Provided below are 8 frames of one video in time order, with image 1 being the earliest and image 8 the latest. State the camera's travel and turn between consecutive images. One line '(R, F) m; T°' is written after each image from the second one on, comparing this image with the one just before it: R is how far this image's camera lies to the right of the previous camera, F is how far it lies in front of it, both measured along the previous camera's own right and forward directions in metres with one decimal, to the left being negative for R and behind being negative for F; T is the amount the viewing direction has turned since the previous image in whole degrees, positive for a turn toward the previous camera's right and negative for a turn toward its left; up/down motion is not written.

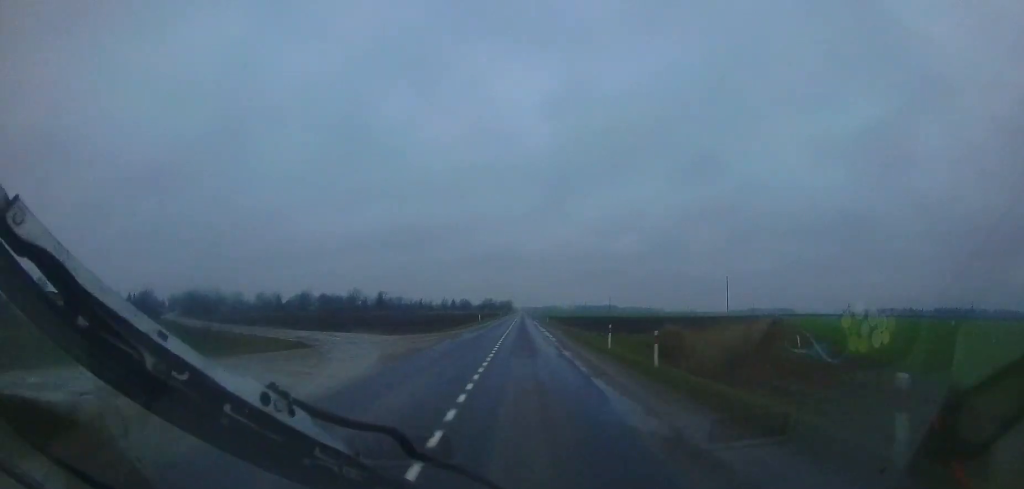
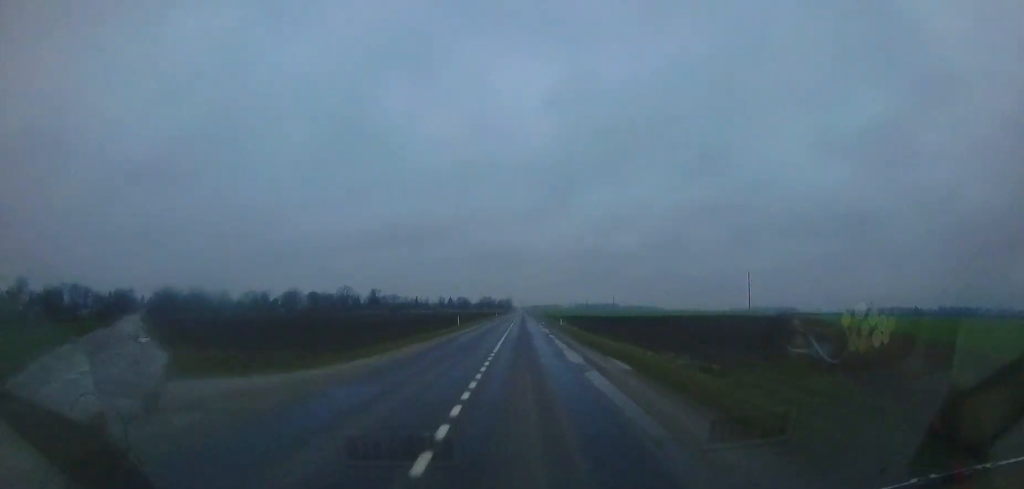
(0.0, +17.6) m; 0°
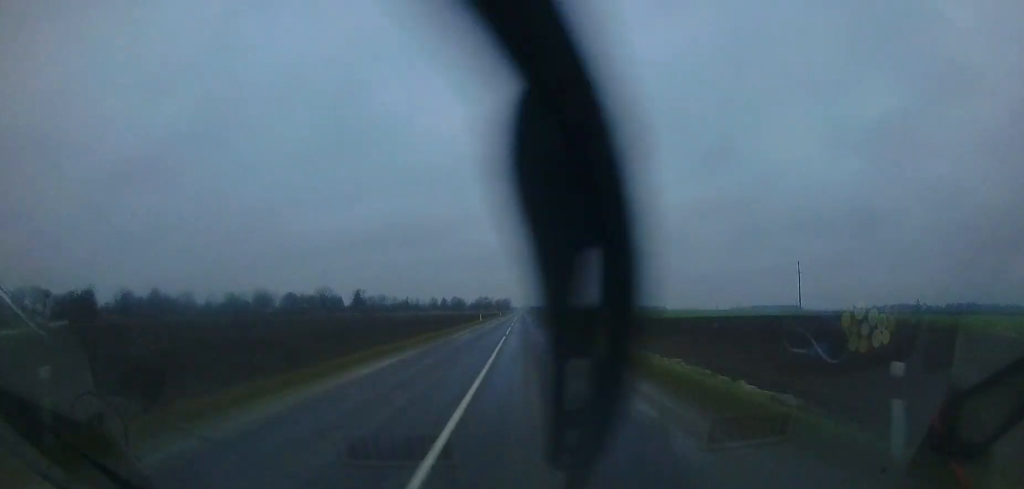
(+0.2, +32.0) m; +1°
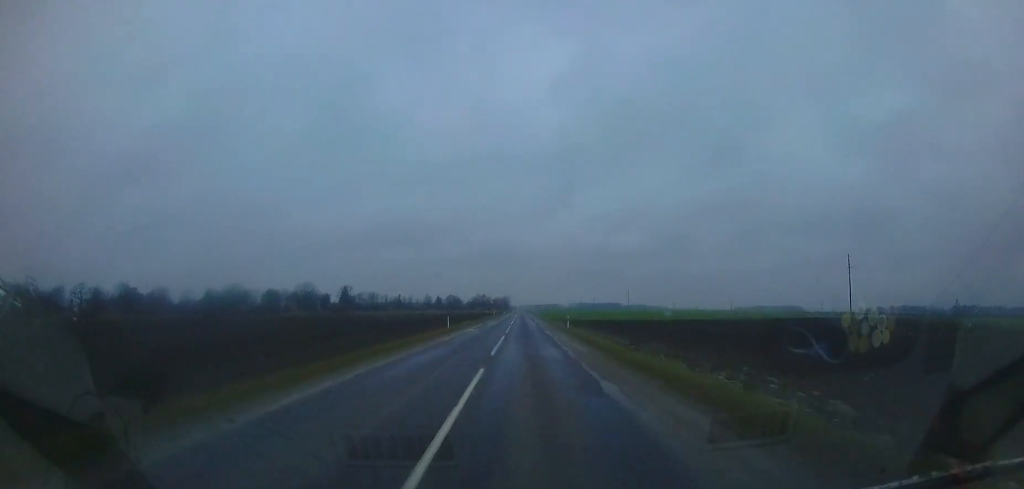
(-0.2, +23.3) m; +1°
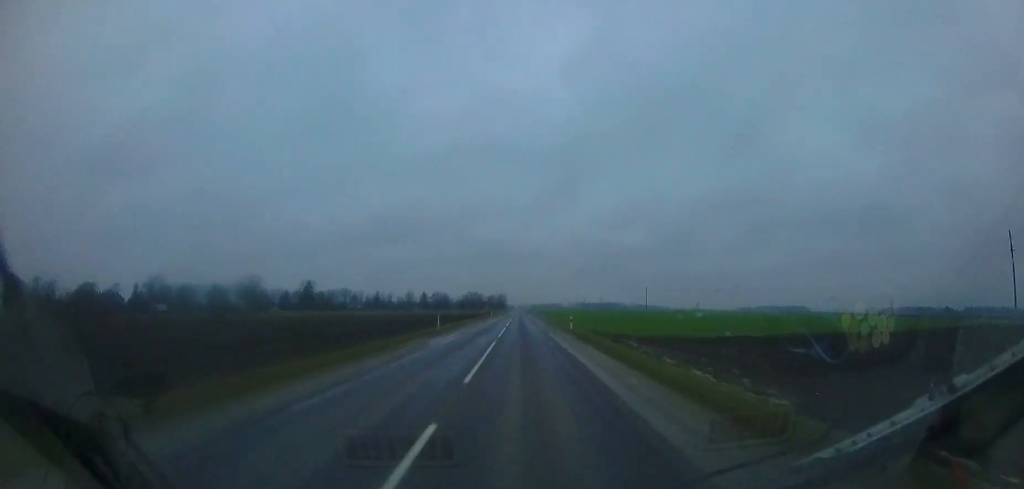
(+1.0, +52.3) m; +1°
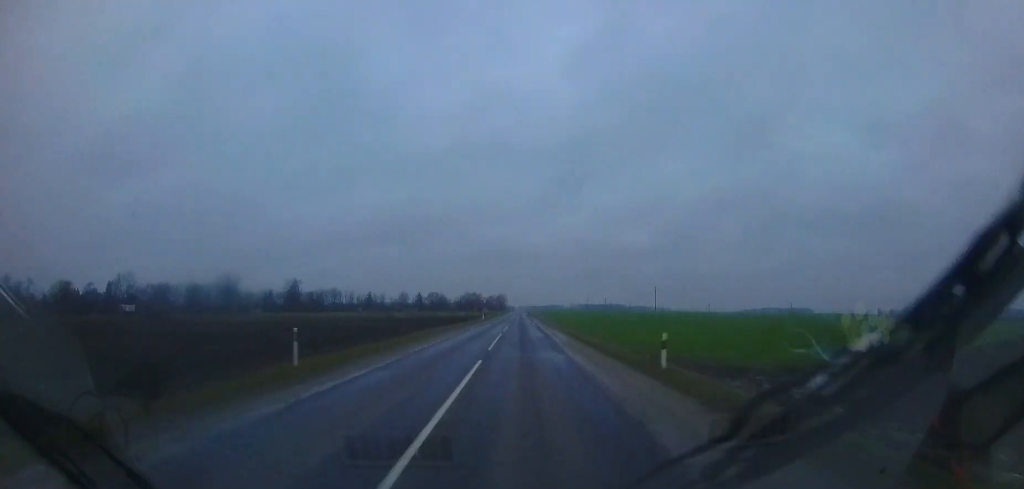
(0.0, +17.7) m; 0°
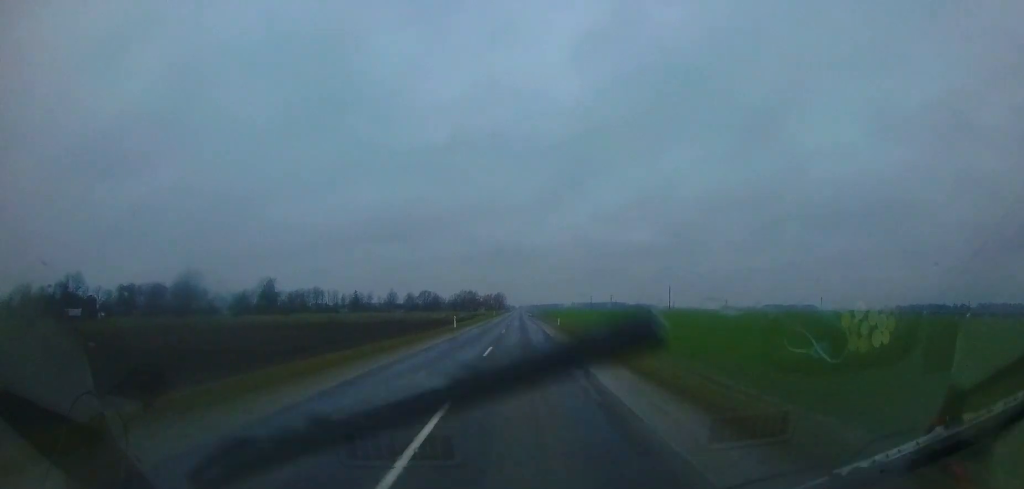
(-0.2, +25.5) m; 0°
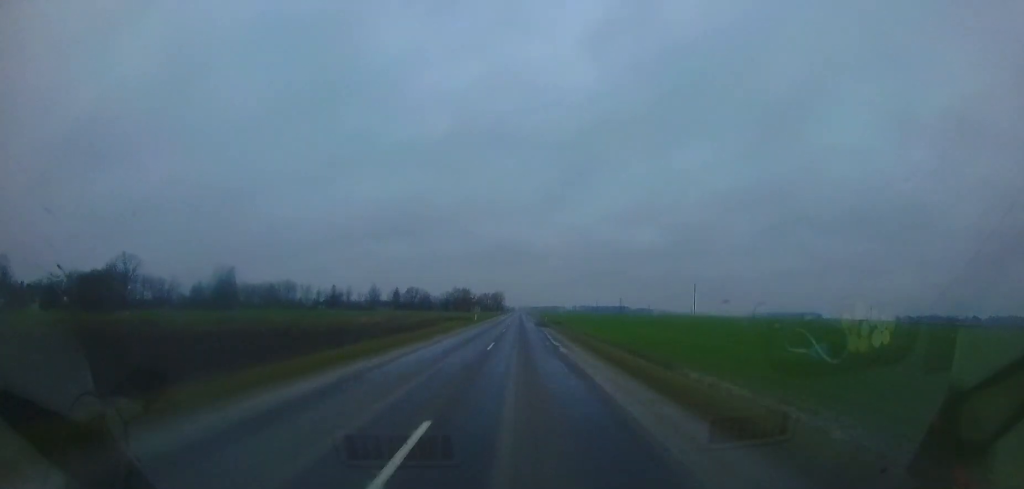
(-0.2, +34.1) m; 0°
